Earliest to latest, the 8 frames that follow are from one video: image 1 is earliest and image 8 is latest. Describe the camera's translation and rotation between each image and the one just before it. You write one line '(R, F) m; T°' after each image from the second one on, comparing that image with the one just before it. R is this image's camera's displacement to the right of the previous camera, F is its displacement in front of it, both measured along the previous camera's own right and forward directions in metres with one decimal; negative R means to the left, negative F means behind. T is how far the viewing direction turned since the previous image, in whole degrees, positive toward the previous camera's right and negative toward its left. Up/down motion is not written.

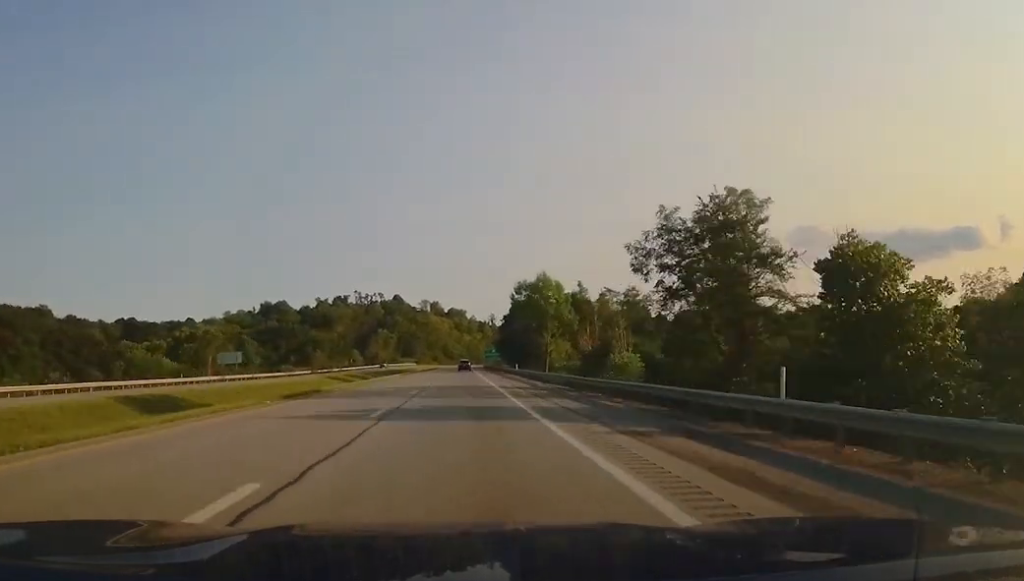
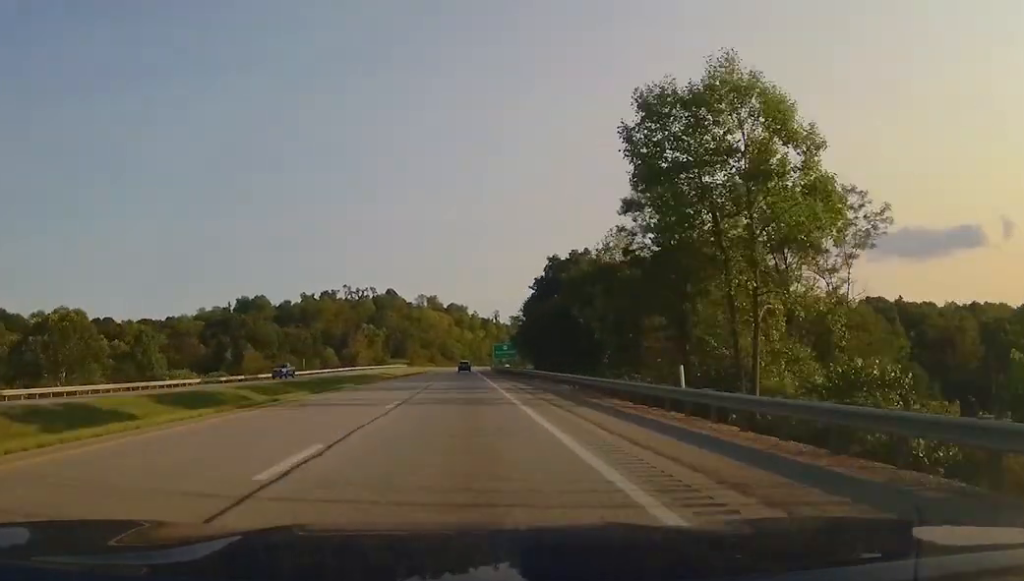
(0.0, +57.2) m; 0°
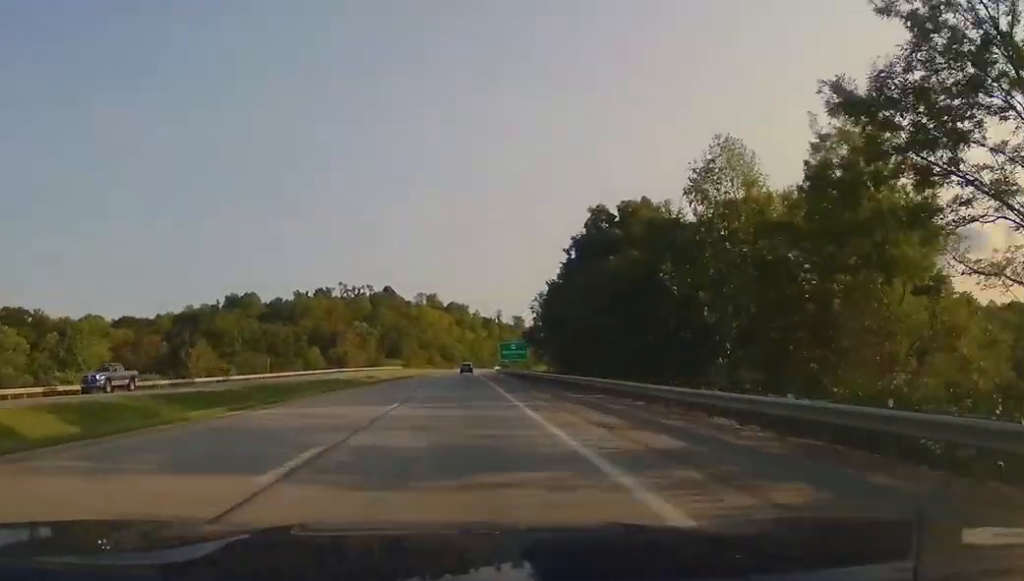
(0.0, +24.5) m; 0°
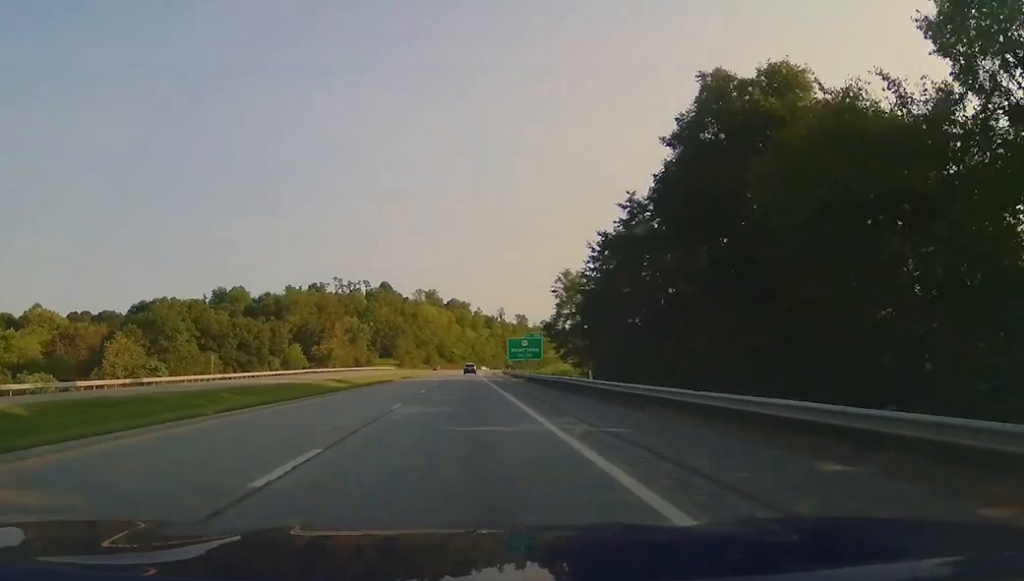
(0.0, +24.6) m; 0°
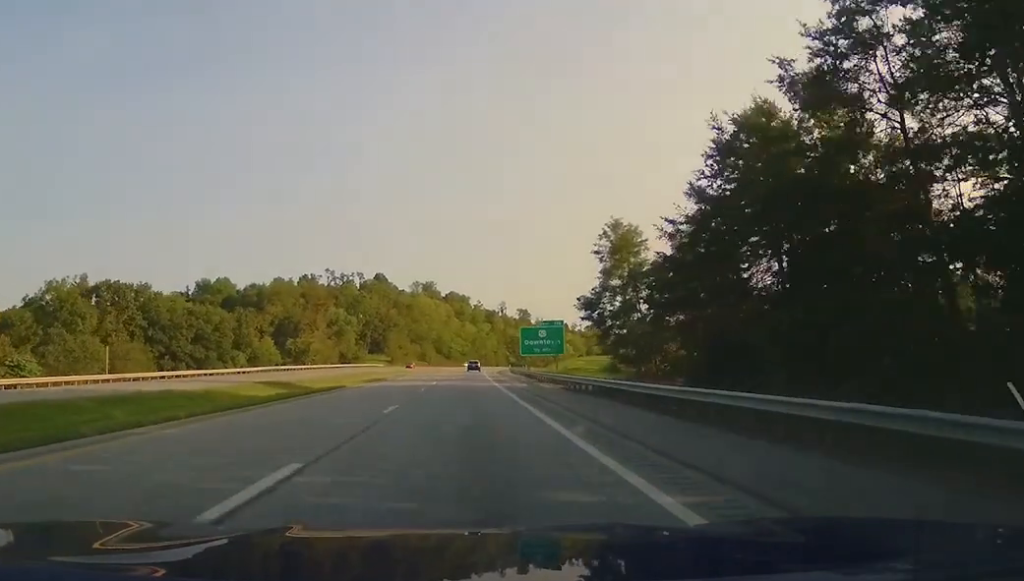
(+0.3, +25.8) m; 0°
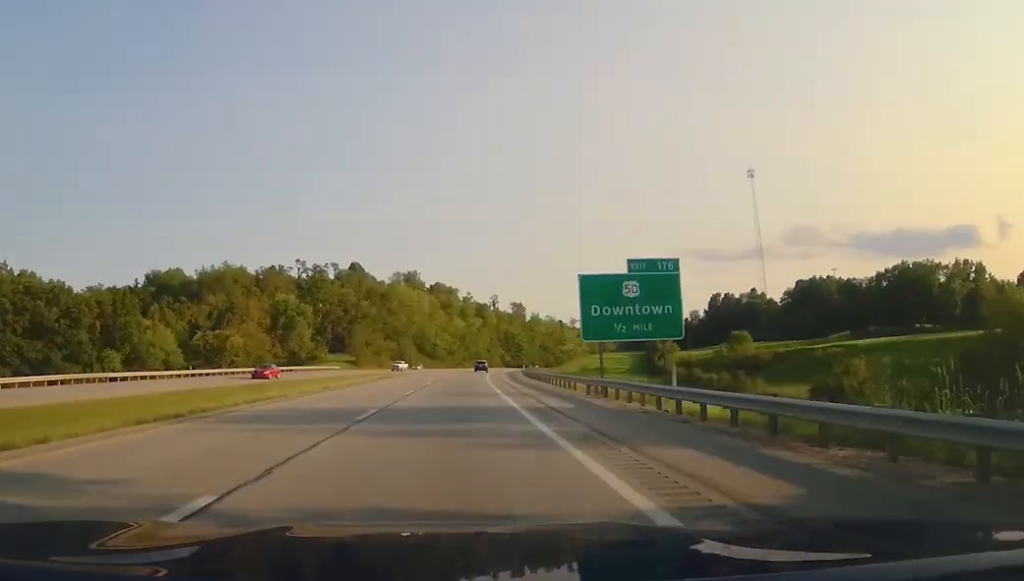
(-0.6, +50.8) m; -1°
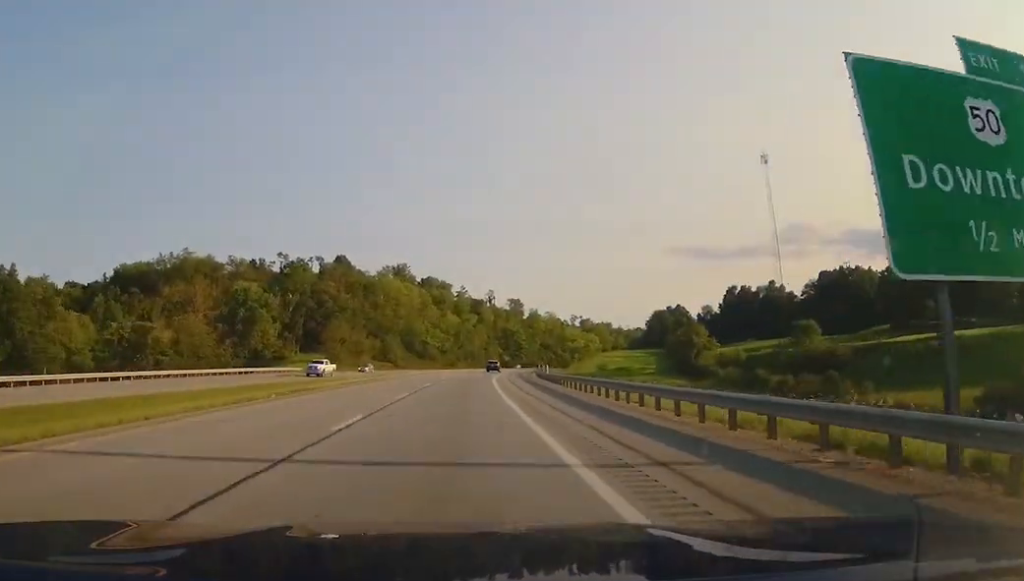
(0.0, +27.0) m; 0°
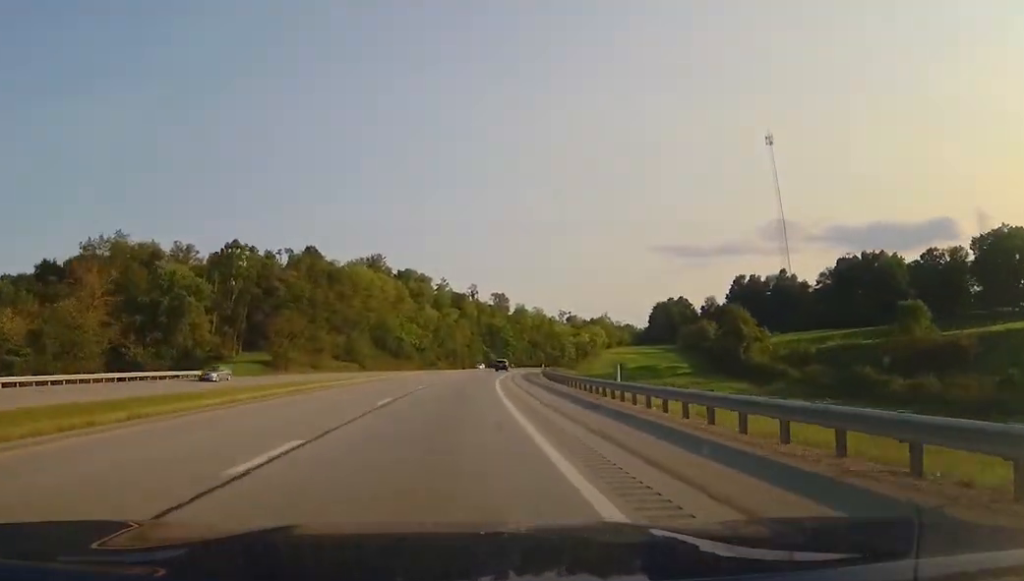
(0.0, +29.2) m; +1°
